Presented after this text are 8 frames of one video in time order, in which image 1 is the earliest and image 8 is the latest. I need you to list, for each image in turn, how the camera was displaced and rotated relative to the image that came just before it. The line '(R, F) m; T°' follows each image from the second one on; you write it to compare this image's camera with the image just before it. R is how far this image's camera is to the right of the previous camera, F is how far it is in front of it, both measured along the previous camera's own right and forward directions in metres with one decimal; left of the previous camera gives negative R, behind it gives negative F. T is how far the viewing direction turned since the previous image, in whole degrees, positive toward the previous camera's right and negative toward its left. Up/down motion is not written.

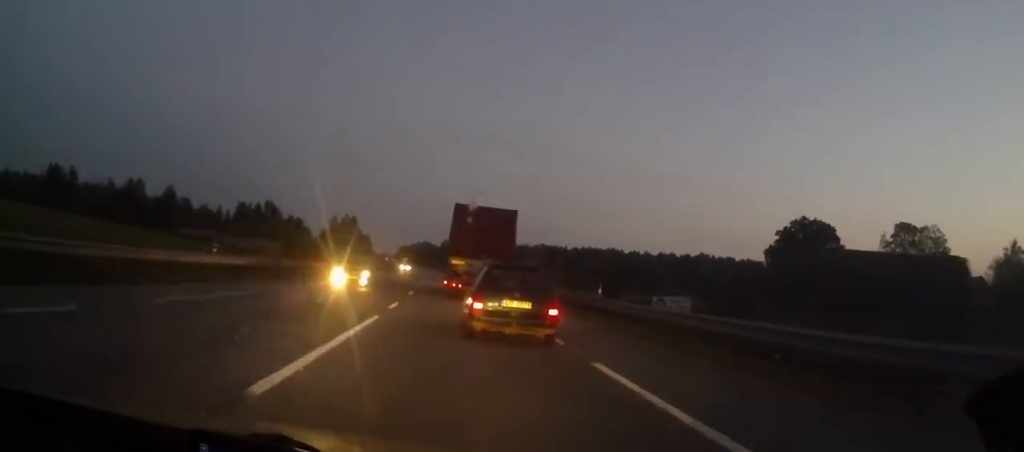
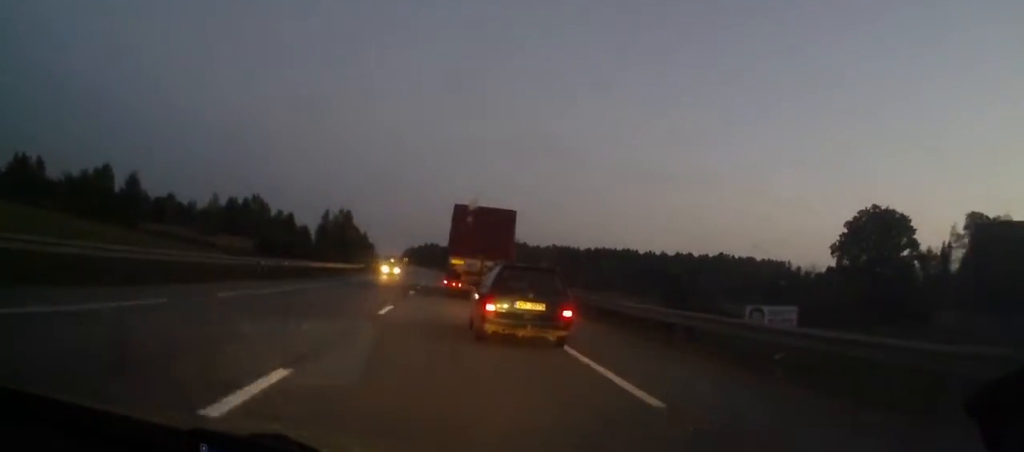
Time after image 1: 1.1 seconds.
(-0.2, +23.6) m; -1°
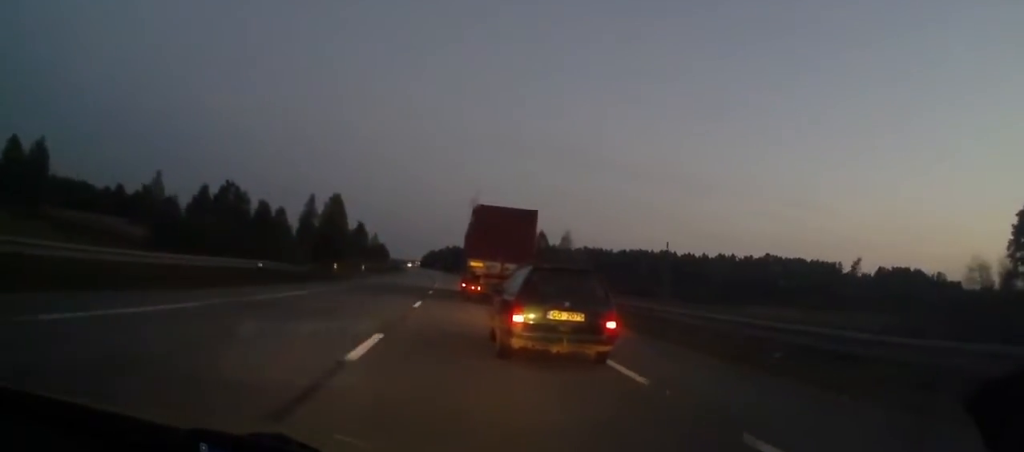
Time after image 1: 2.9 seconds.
(-1.0, +41.5) m; -2°
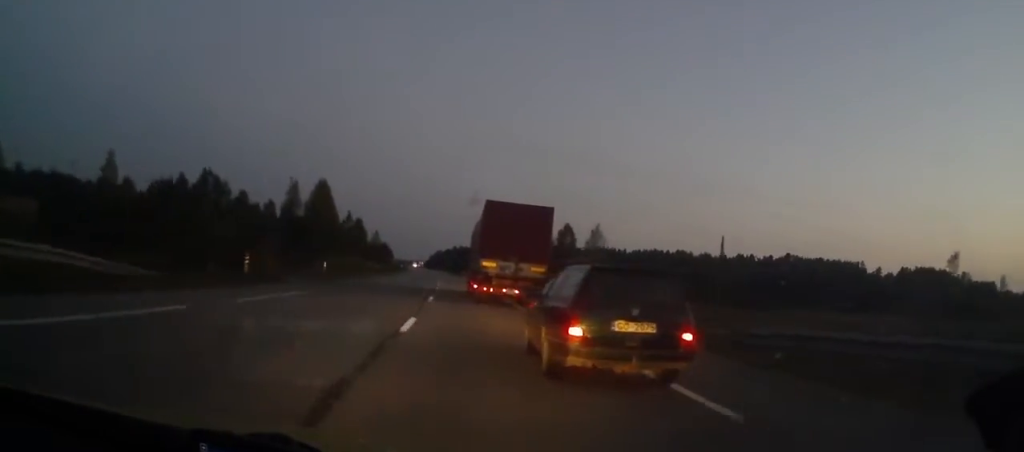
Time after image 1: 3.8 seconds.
(0.0, +18.9) m; 0°
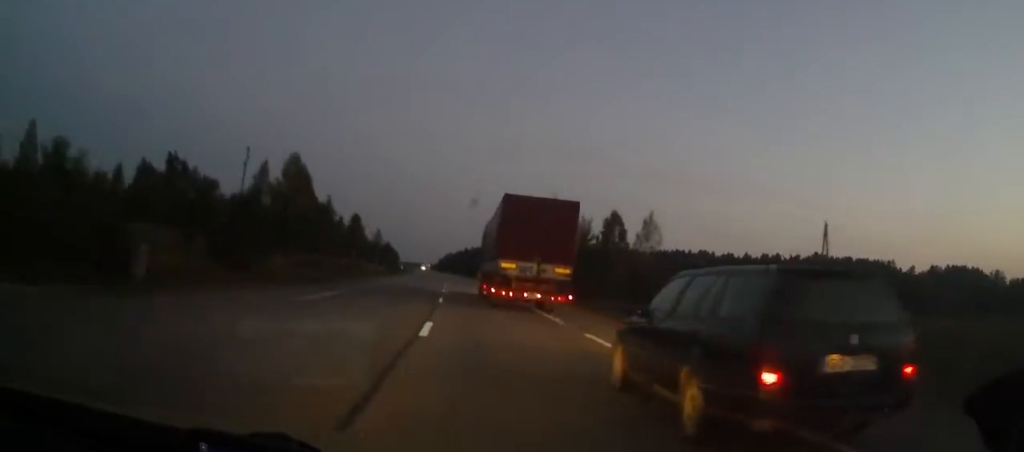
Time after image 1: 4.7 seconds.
(0.0, +22.9) m; -1°
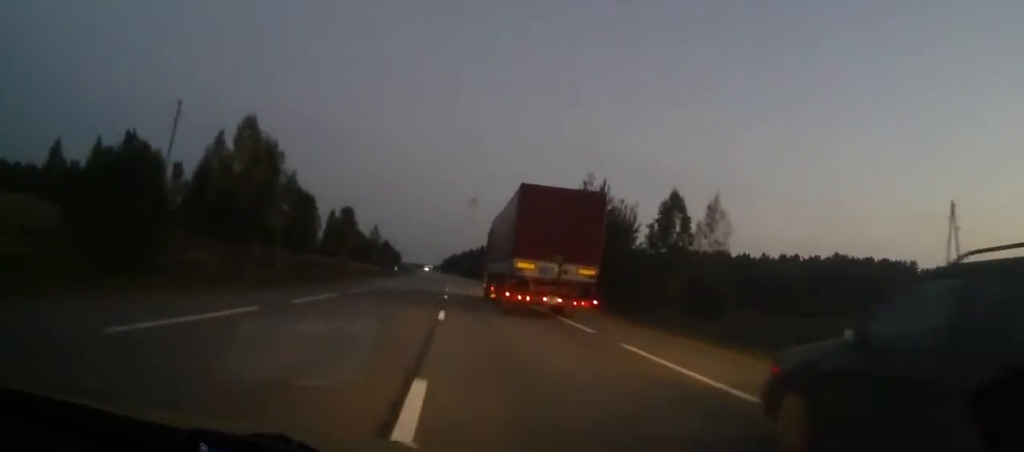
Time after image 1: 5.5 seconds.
(0.0, +18.9) m; -1°
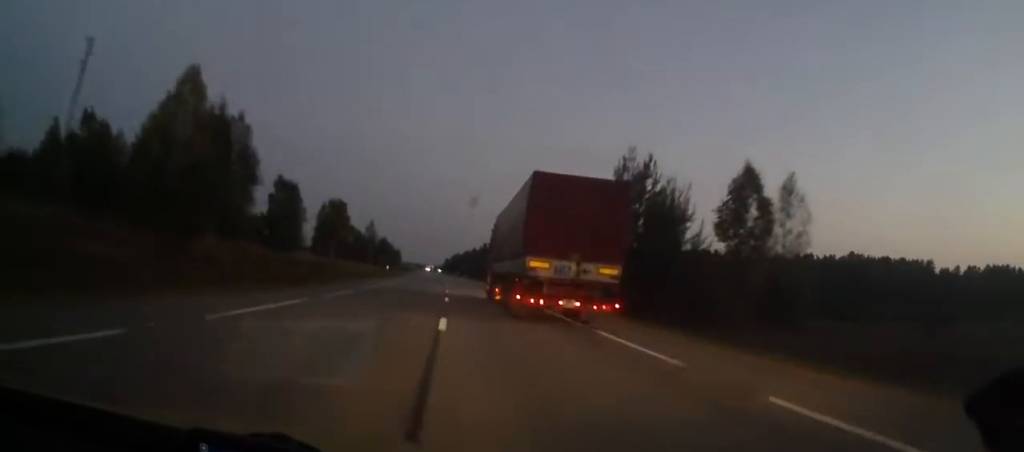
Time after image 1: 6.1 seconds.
(-0.3, +14.4) m; 0°
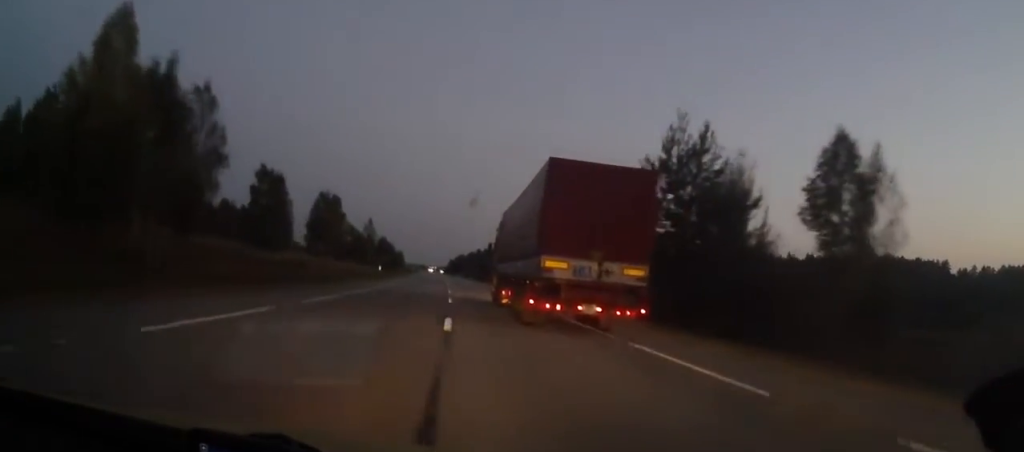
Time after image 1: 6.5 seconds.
(-0.2, +11.0) m; 0°
